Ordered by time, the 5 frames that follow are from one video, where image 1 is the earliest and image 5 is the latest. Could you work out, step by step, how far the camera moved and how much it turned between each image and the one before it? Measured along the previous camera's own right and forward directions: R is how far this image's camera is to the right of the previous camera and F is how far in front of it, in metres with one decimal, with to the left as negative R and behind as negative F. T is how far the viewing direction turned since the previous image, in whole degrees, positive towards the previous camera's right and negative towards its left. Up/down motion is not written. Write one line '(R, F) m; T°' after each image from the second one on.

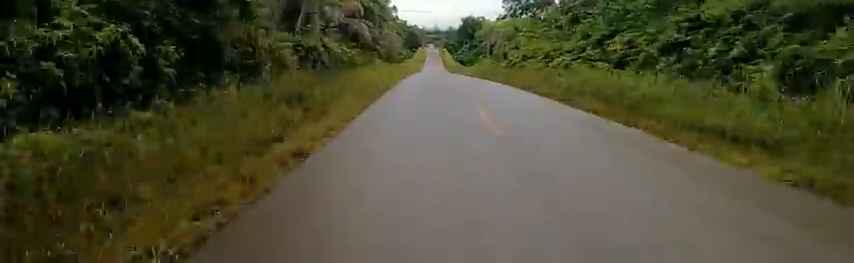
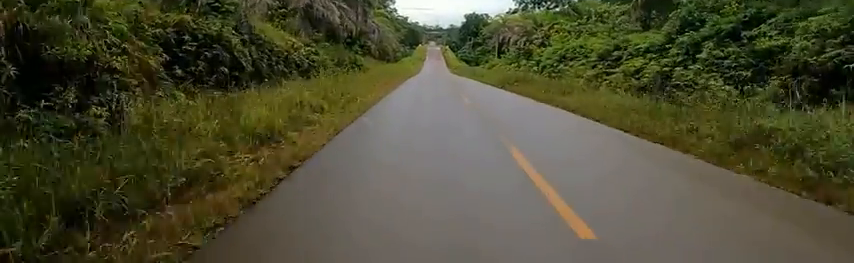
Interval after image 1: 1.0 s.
(0.0, +12.5) m; 0°
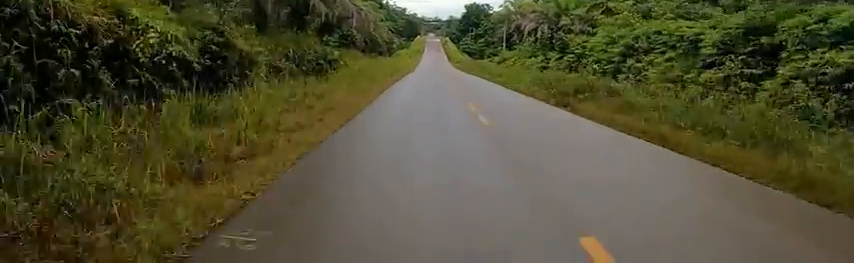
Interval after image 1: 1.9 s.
(0.0, +11.2) m; 0°
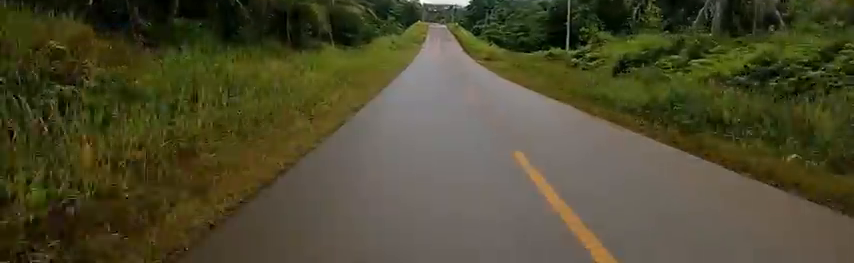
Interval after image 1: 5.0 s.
(+1.2, +38.7) m; +5°
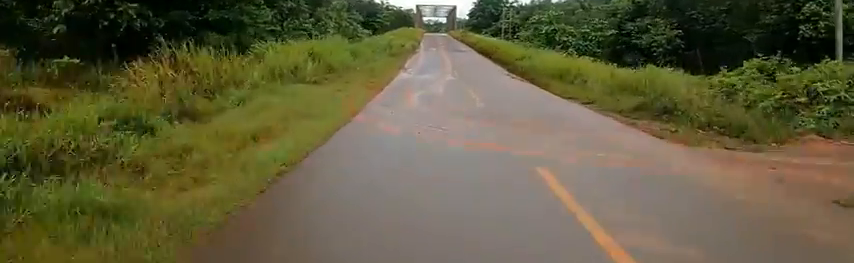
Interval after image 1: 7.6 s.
(-3.5, +31.9) m; -4°
